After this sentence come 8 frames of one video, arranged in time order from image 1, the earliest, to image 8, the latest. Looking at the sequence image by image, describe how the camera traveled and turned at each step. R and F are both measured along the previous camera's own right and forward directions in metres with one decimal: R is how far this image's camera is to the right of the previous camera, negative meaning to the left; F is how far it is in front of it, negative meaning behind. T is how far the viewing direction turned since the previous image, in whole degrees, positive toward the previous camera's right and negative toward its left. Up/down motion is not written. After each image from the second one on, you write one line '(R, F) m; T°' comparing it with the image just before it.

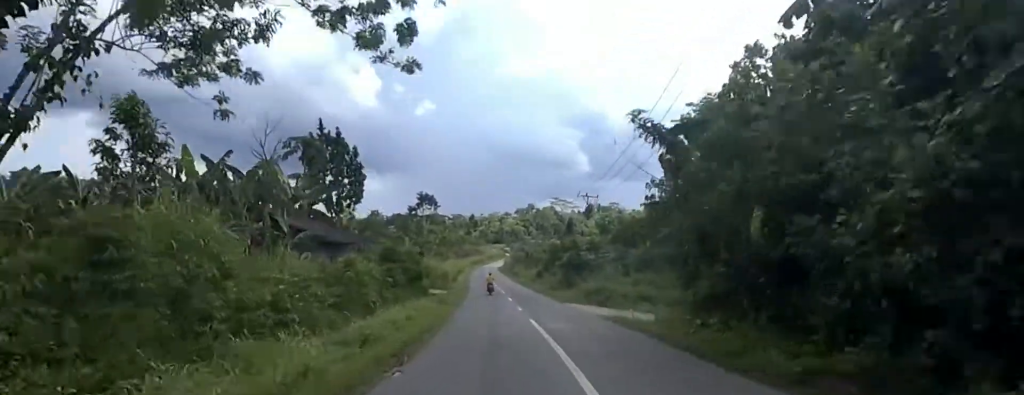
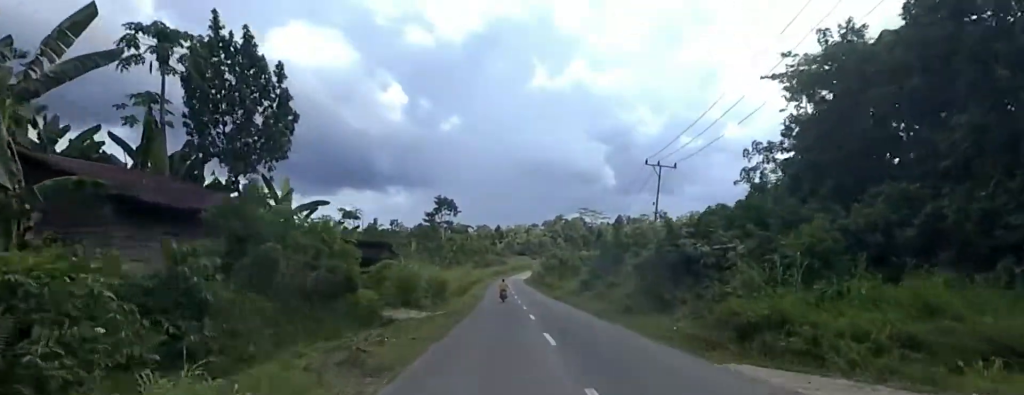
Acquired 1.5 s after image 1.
(-0.7, +19.9) m; -2°
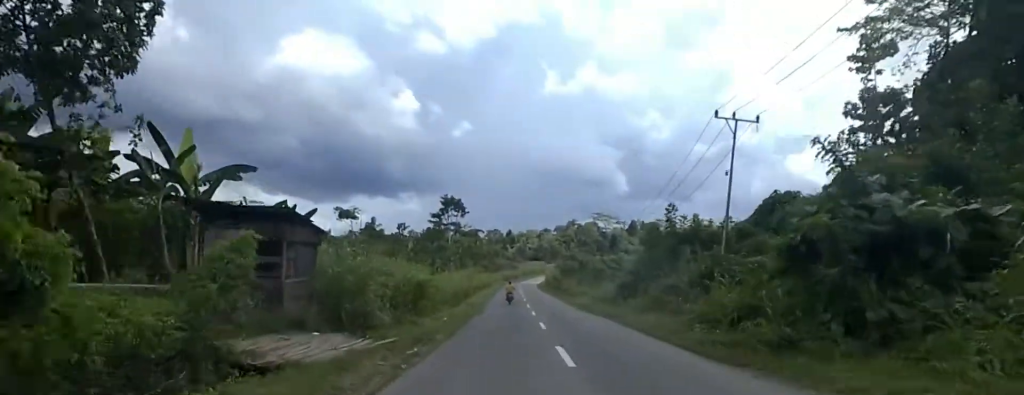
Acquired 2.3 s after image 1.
(-0.1, +11.5) m; -2°
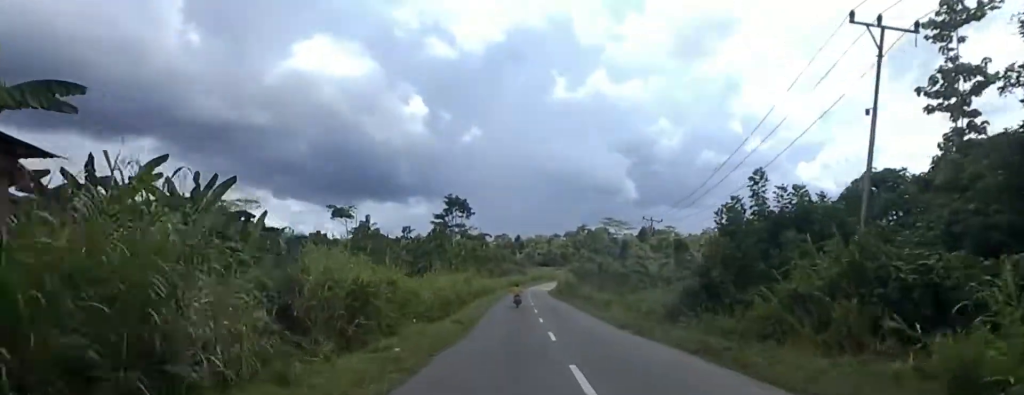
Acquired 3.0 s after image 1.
(-0.3, +10.1) m; -2°
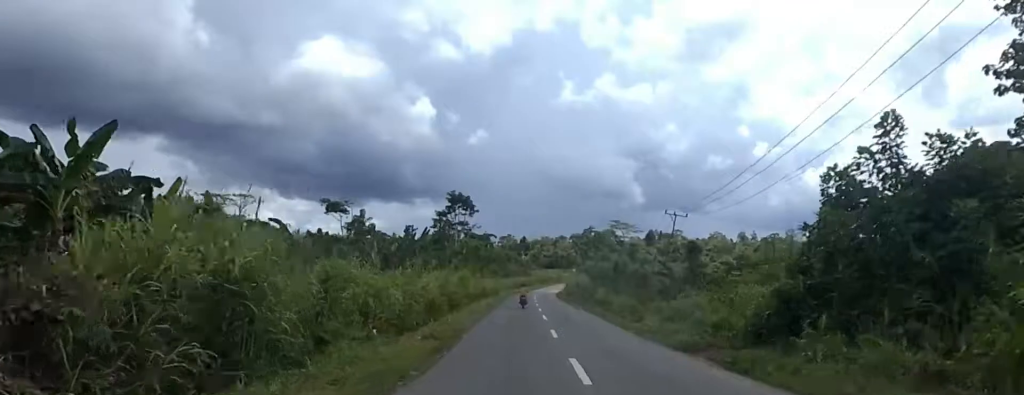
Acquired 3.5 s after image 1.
(0.0, +6.9) m; 0°
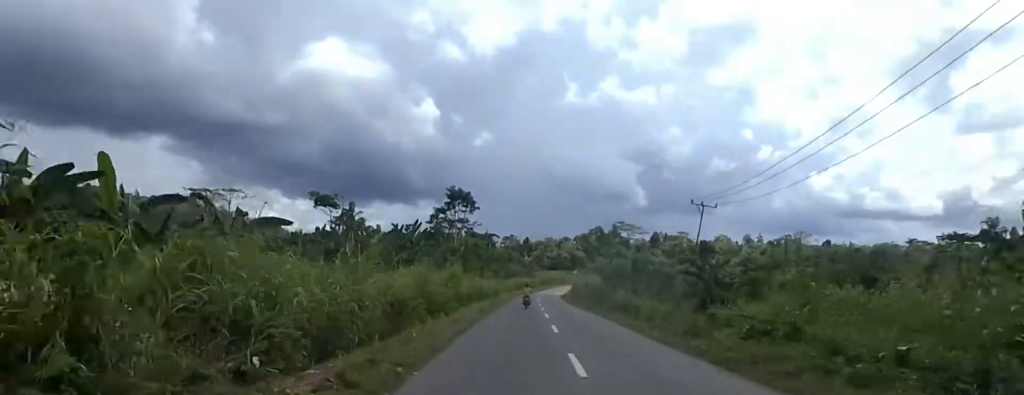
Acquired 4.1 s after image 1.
(0.0, +7.3) m; -1°
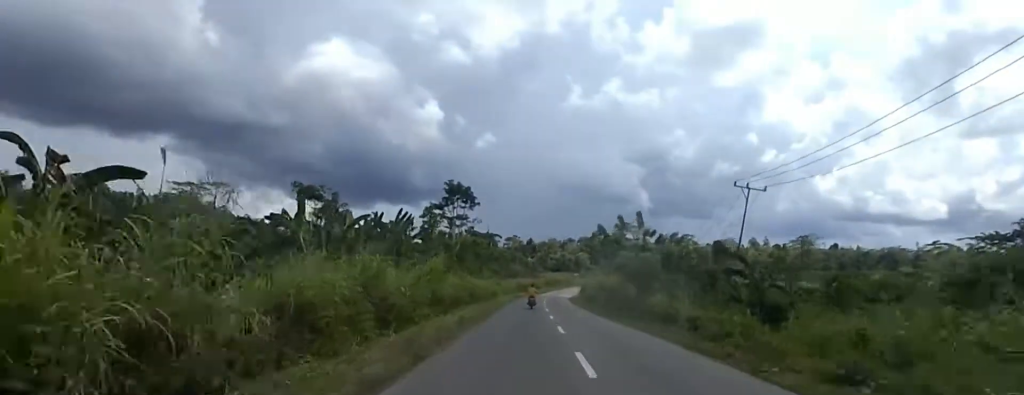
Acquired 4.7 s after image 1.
(0.0, +8.7) m; -1°
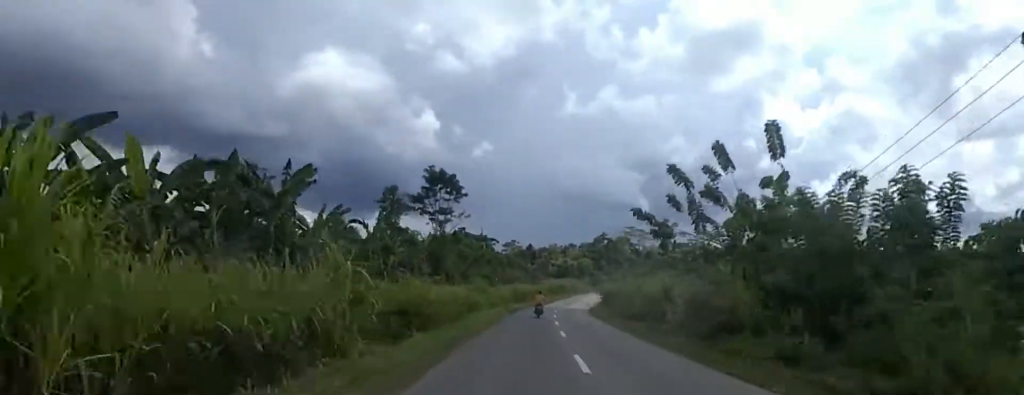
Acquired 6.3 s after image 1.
(+1.4, +22.2) m; +7°
